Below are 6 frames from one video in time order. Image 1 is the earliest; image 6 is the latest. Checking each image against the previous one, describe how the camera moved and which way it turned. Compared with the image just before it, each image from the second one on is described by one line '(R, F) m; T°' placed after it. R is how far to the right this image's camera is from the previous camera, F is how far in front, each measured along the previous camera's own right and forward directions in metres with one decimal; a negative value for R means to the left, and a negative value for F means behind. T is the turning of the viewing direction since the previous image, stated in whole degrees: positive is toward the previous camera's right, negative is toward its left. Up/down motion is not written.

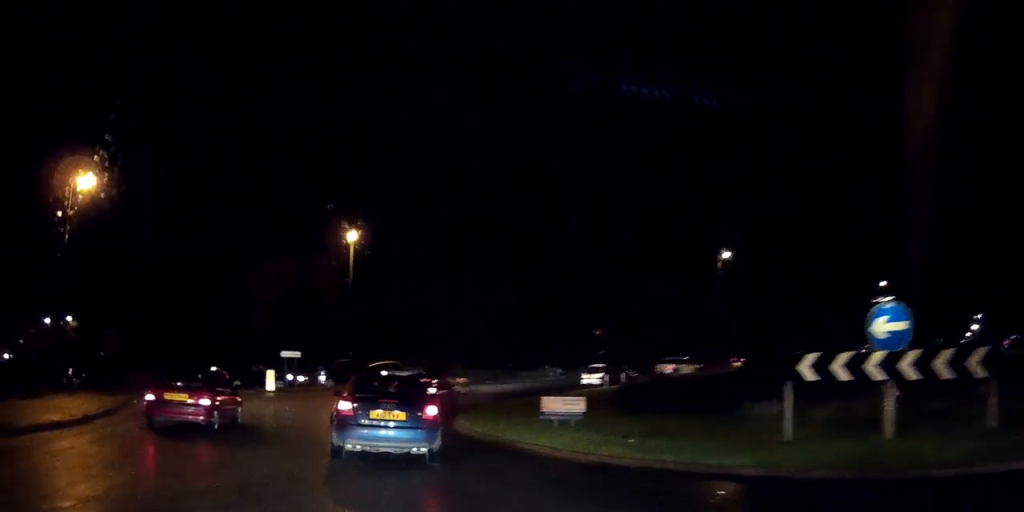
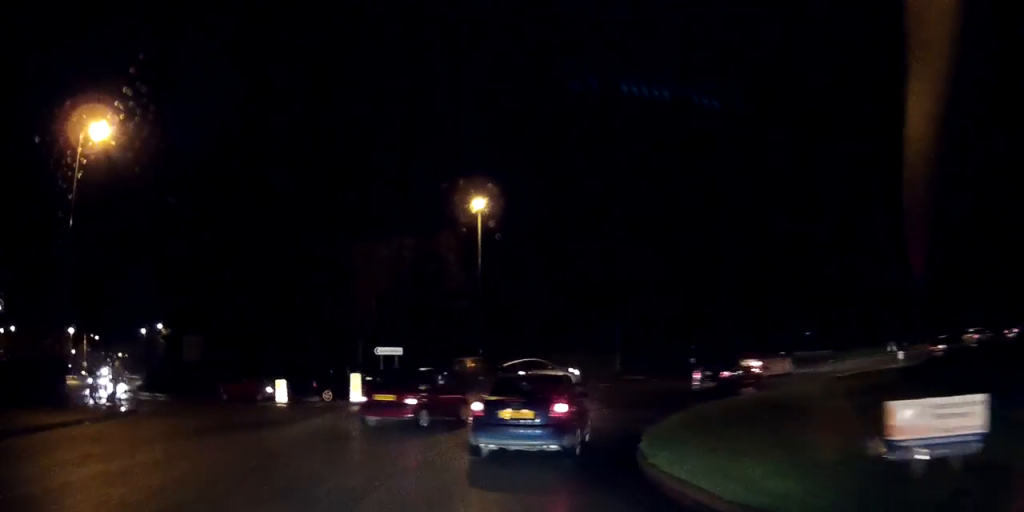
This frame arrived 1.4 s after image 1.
(-1.9, +9.8) m; -20°
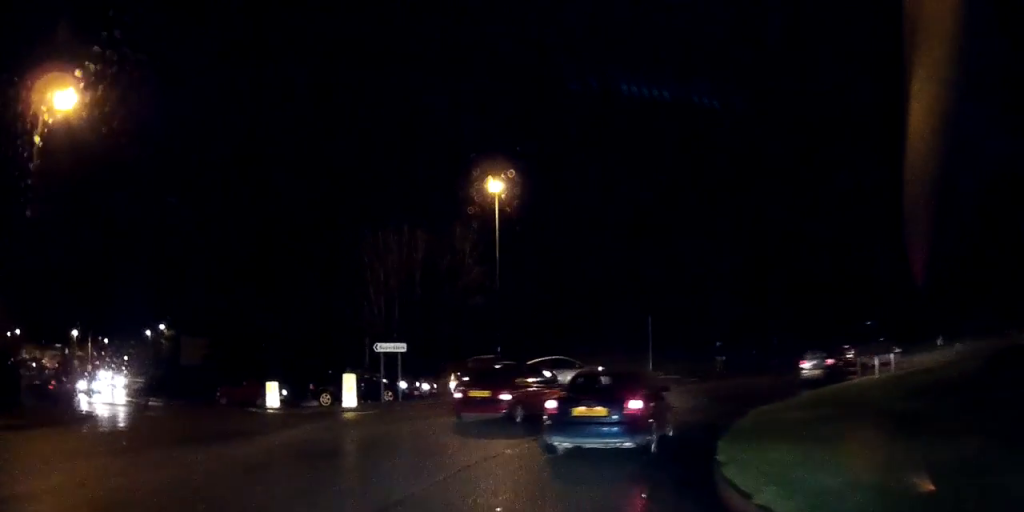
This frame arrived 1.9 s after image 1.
(-0.3, +3.8) m; -5°
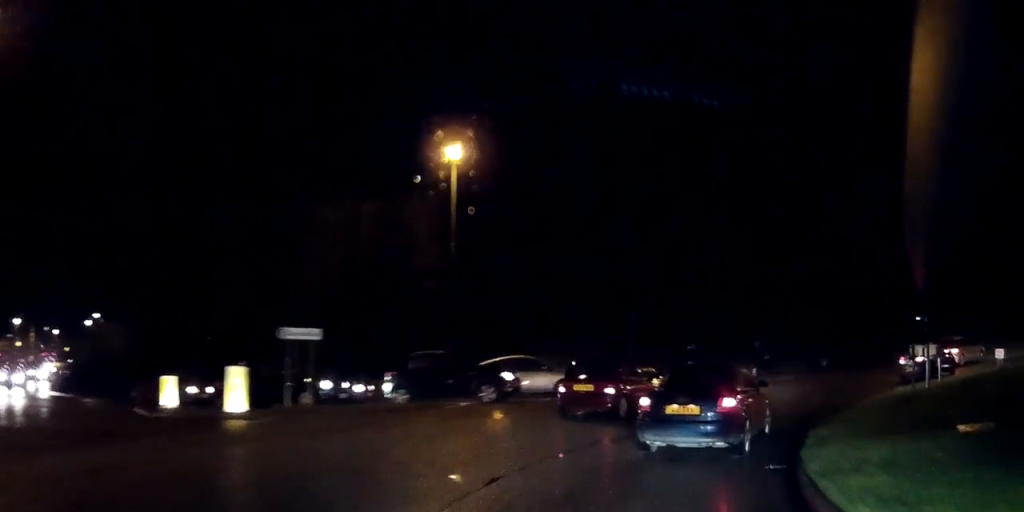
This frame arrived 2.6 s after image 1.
(0.0, +5.6) m; 0°
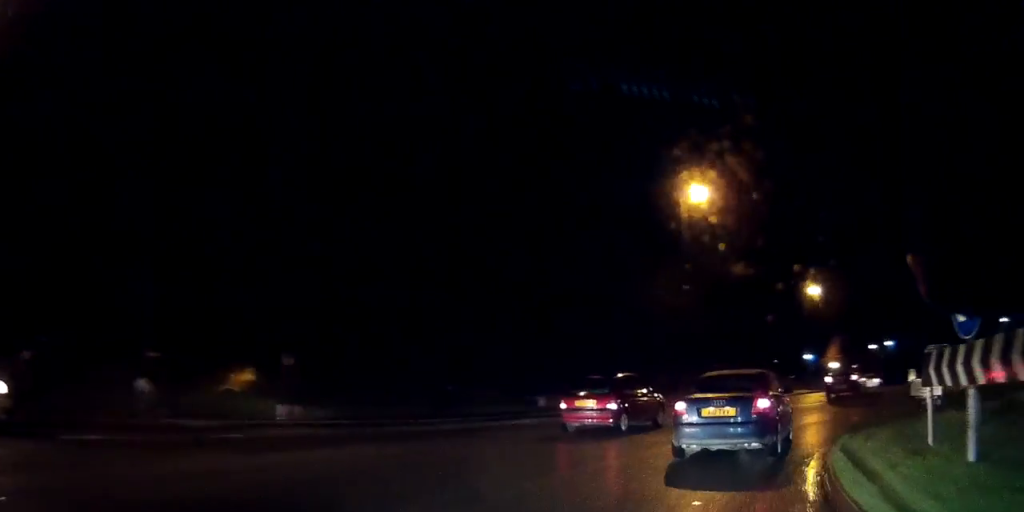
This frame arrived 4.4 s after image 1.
(+0.1, +14.3) m; +3°
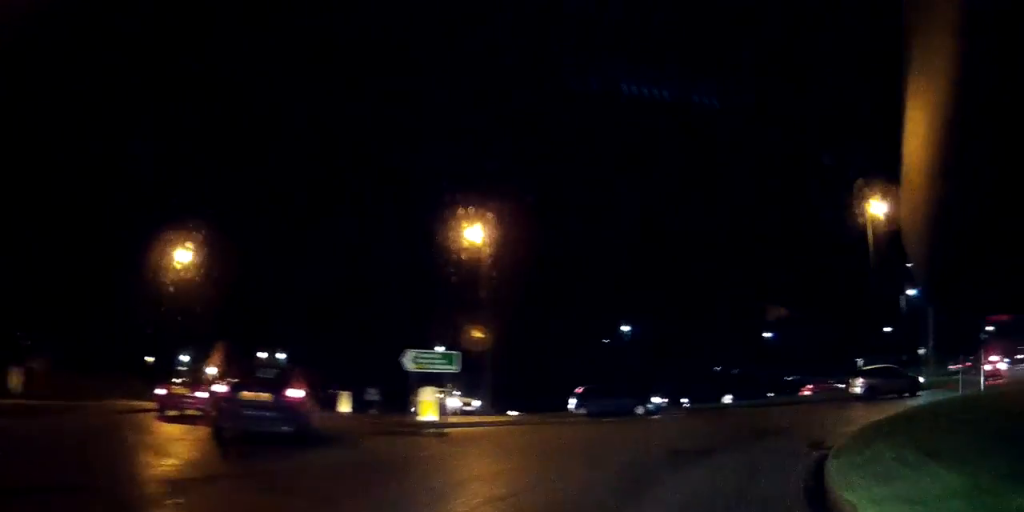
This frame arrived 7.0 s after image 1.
(+1.7, +23.3) m; +11°
